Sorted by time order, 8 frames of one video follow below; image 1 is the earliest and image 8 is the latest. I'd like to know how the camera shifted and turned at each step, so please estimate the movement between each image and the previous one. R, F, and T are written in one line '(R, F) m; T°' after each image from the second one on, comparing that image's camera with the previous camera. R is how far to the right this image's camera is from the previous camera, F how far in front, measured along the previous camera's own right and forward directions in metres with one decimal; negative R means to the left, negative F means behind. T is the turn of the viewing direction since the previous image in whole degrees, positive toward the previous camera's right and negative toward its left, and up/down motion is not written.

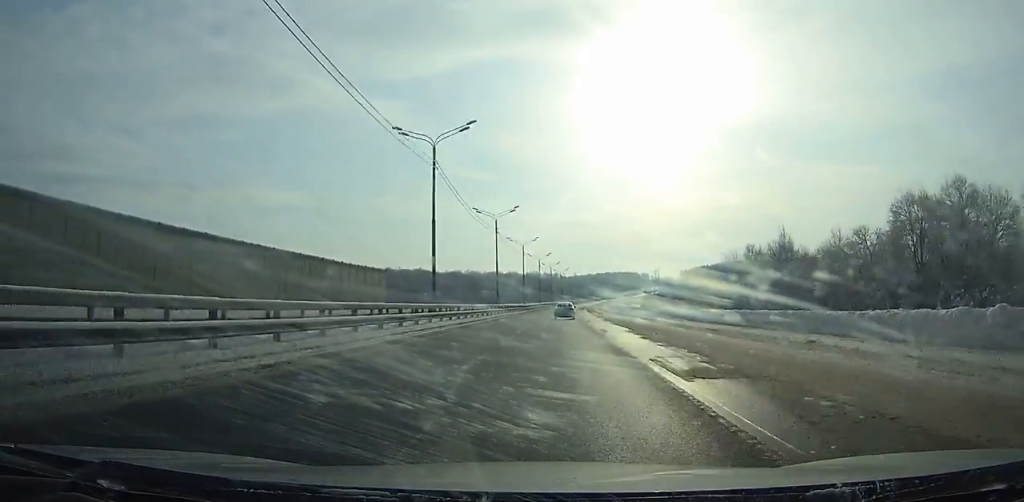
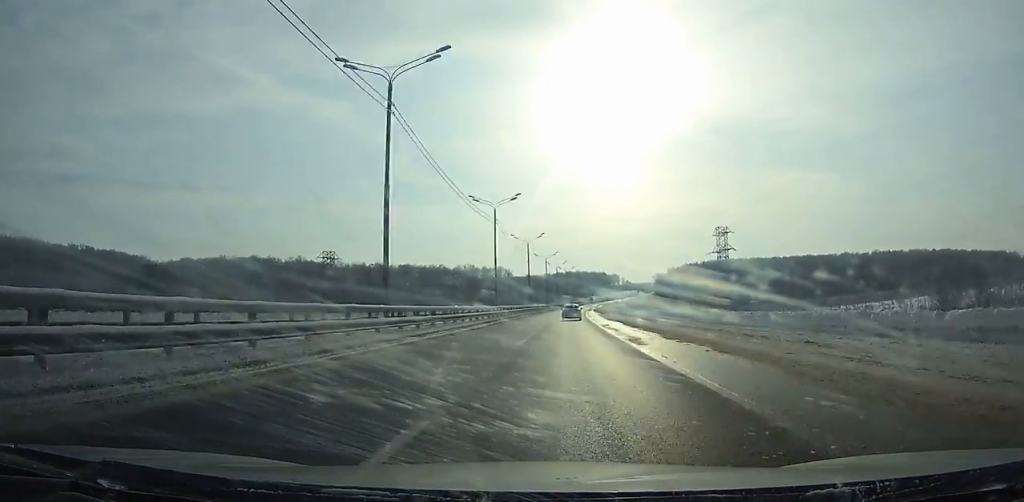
(+7.2, +199.9) m; +4°
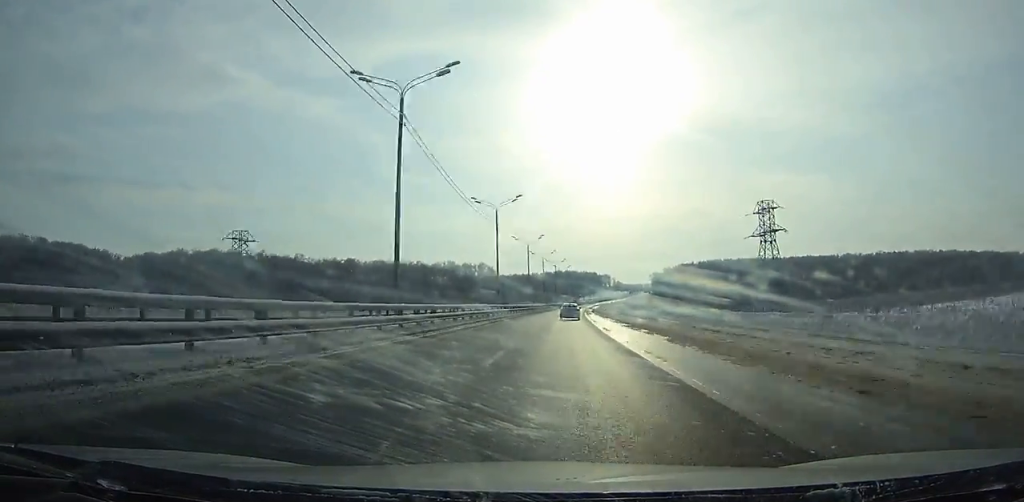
(+0.2, +37.2) m; +1°
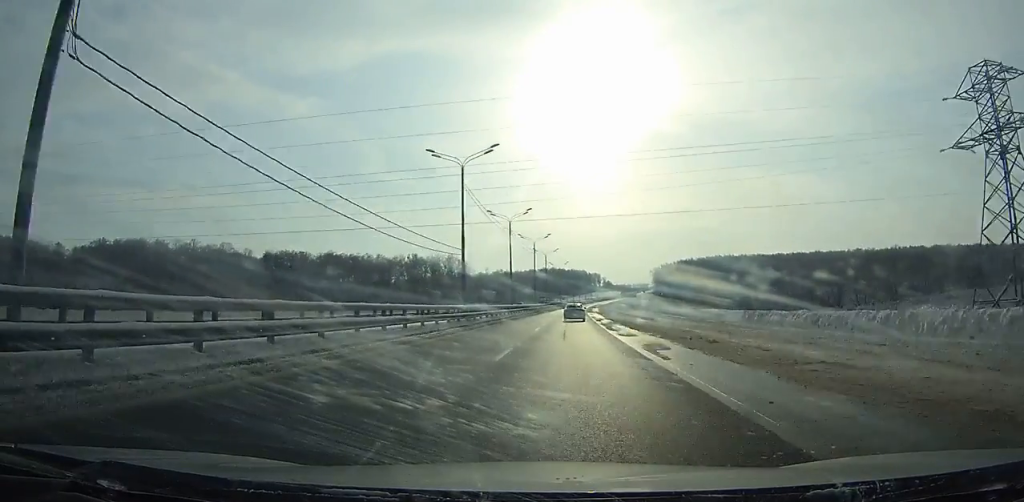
(+0.9, +61.2) m; +2°
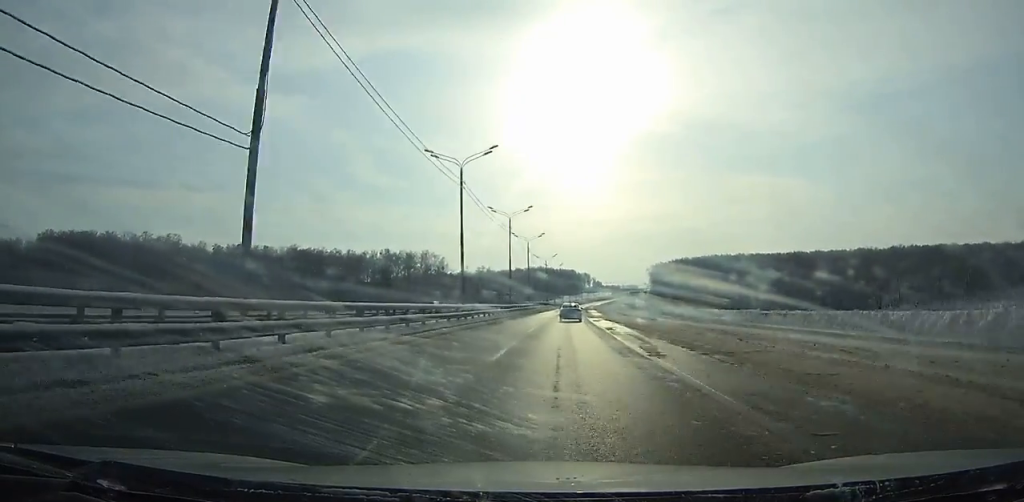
(+0.2, +31.5) m; +1°
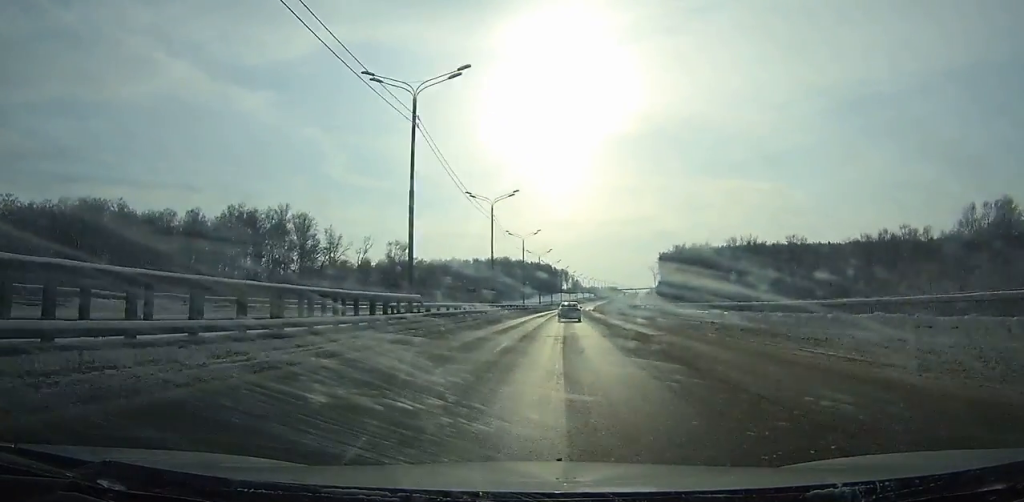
(+3.5, +126.4) m; +3°
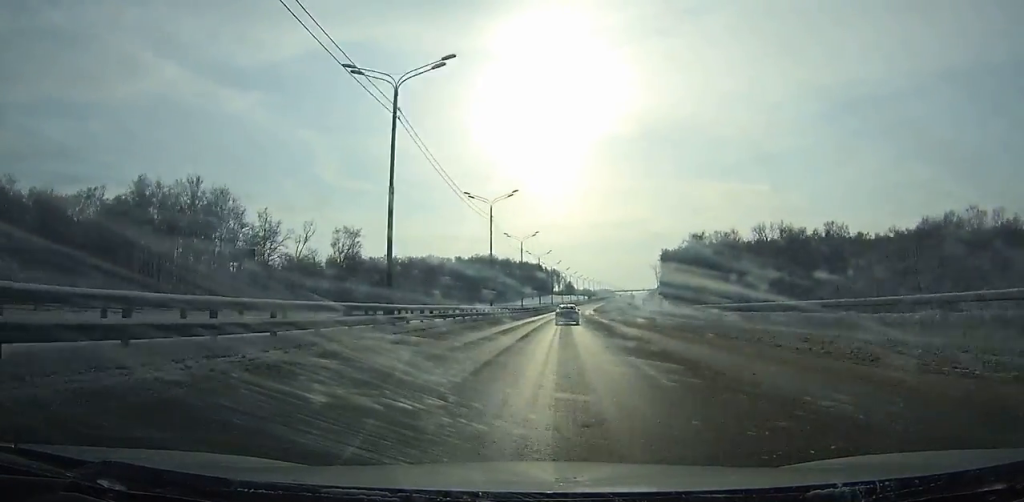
(+0.3, +38.1) m; +1°
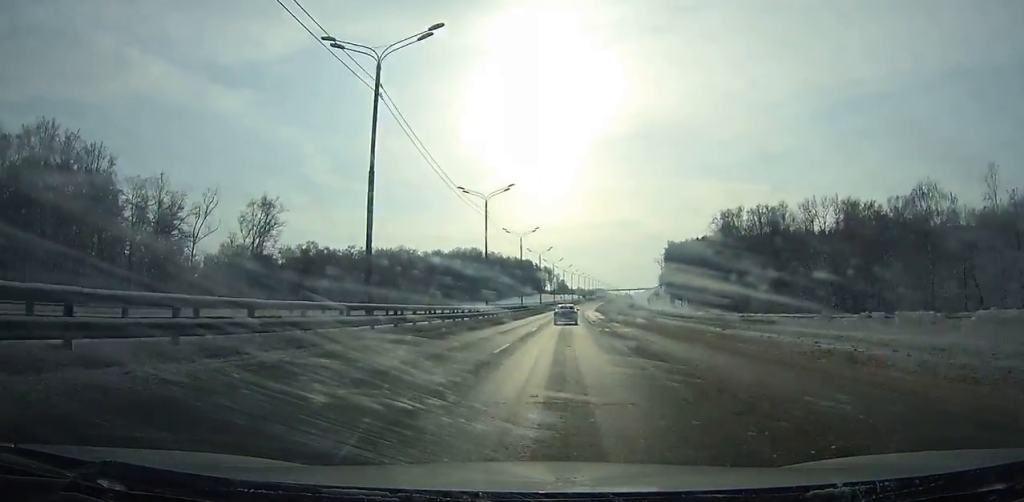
(+0.1, +40.5) m; +1°
